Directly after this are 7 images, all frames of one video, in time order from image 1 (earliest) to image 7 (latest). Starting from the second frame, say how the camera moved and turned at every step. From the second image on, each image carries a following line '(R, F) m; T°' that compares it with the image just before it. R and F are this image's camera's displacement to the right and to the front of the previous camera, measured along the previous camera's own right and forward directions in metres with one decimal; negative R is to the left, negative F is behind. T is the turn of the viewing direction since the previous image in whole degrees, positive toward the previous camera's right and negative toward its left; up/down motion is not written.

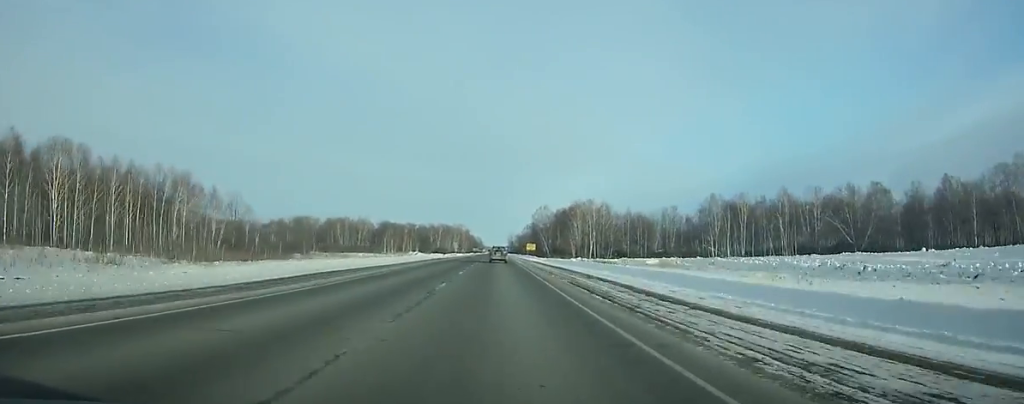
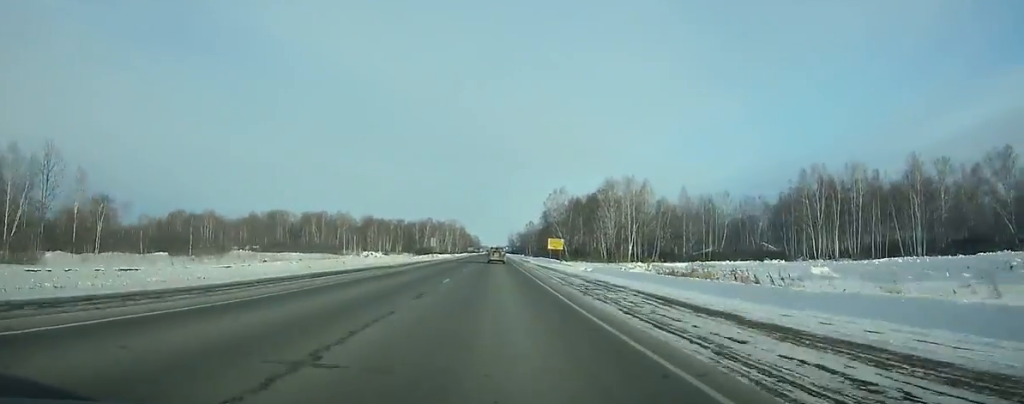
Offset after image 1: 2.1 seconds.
(+0.2, +54.7) m; 0°
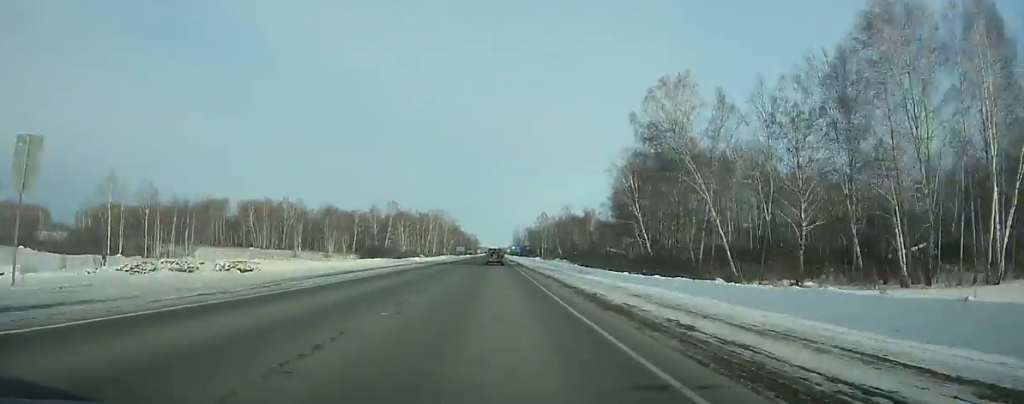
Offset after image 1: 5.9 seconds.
(+0.2, +98.6) m; 0°
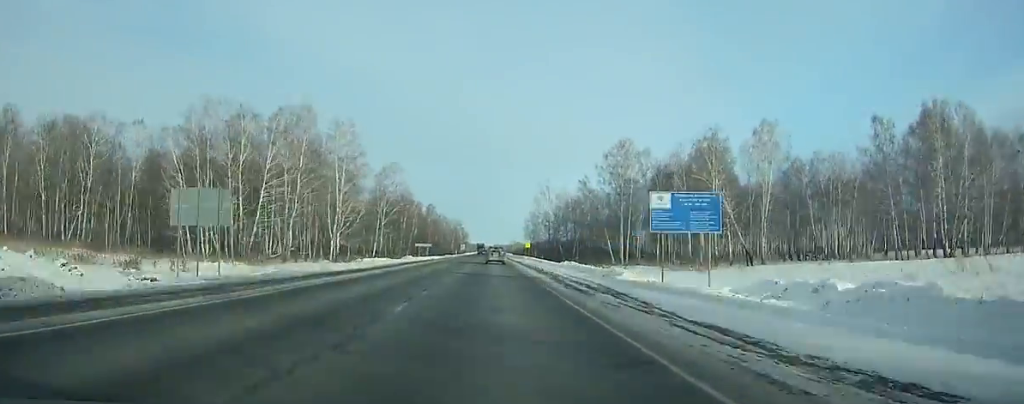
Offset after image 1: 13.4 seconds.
(+0.7, +190.7) m; 0°
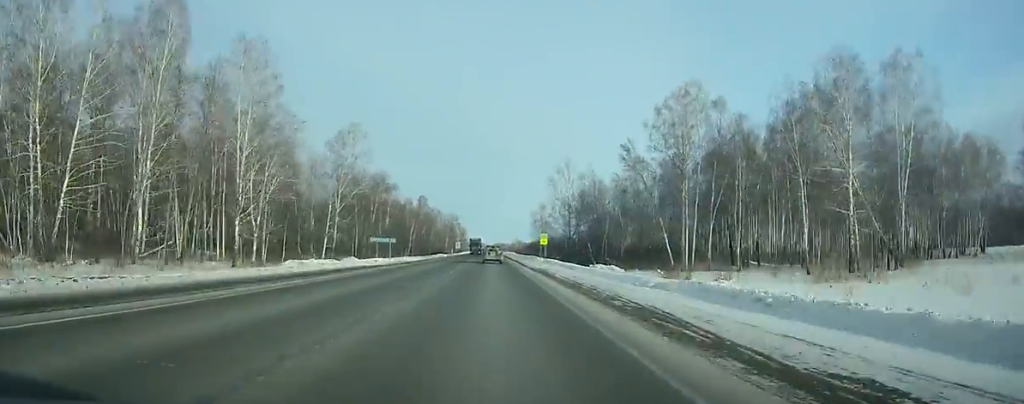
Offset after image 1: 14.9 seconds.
(-0.2, +37.2) m; 0°
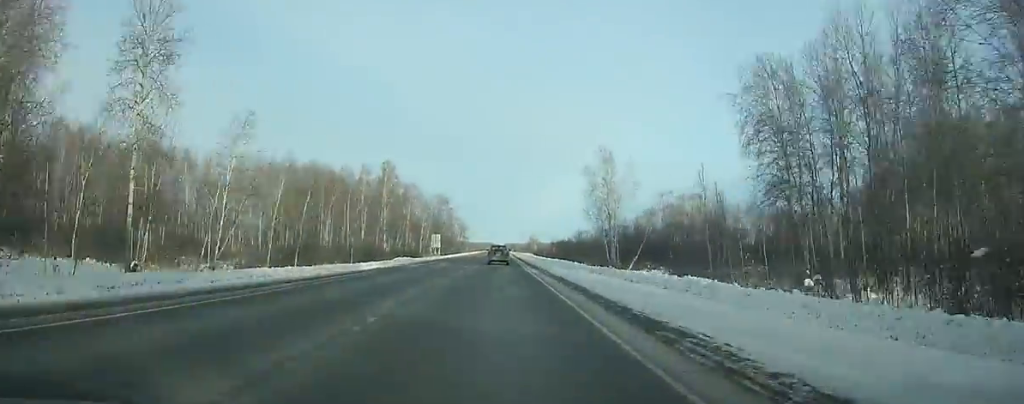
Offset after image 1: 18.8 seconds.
(-0.2, +96.3) m; 0°
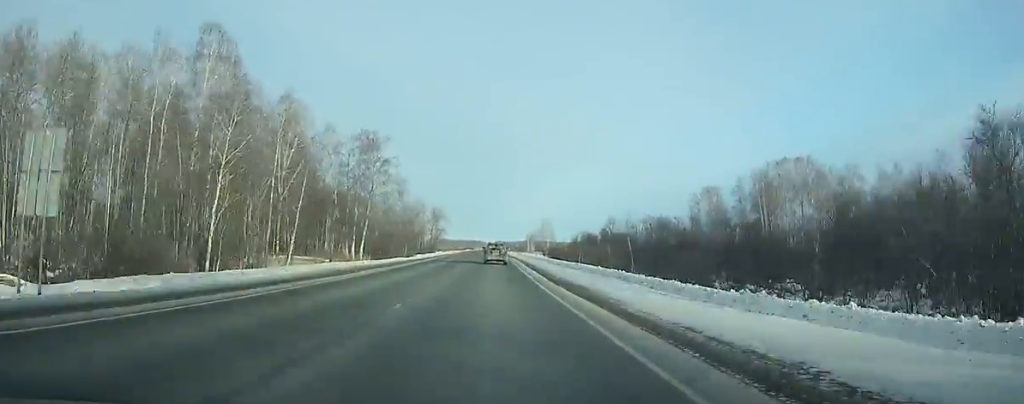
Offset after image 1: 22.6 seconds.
(0.0, +92.9) m; 0°
